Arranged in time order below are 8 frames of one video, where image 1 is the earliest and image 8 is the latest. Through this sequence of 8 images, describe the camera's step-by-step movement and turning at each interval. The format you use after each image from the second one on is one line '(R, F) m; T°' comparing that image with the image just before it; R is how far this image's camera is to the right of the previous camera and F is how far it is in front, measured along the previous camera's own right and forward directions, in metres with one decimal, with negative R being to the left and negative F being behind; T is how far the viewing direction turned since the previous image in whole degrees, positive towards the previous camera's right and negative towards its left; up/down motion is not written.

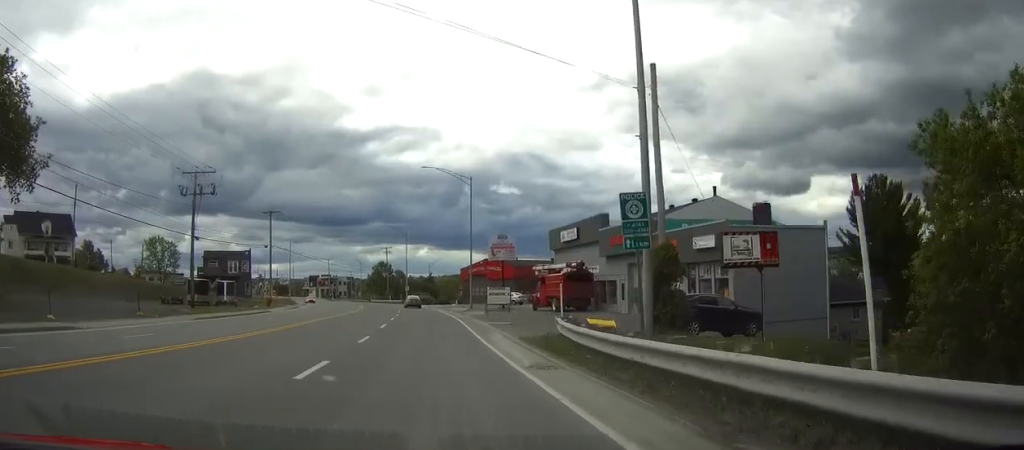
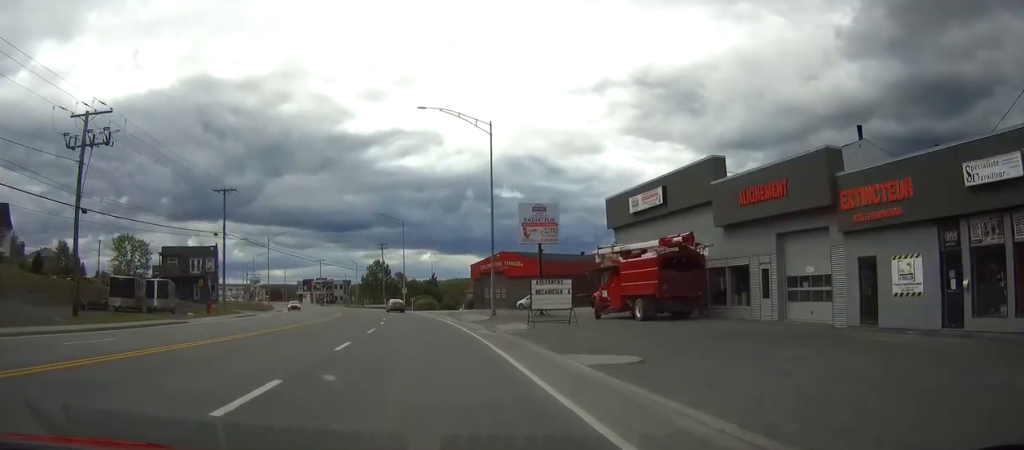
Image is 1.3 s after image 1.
(-0.1, +21.2) m; -1°
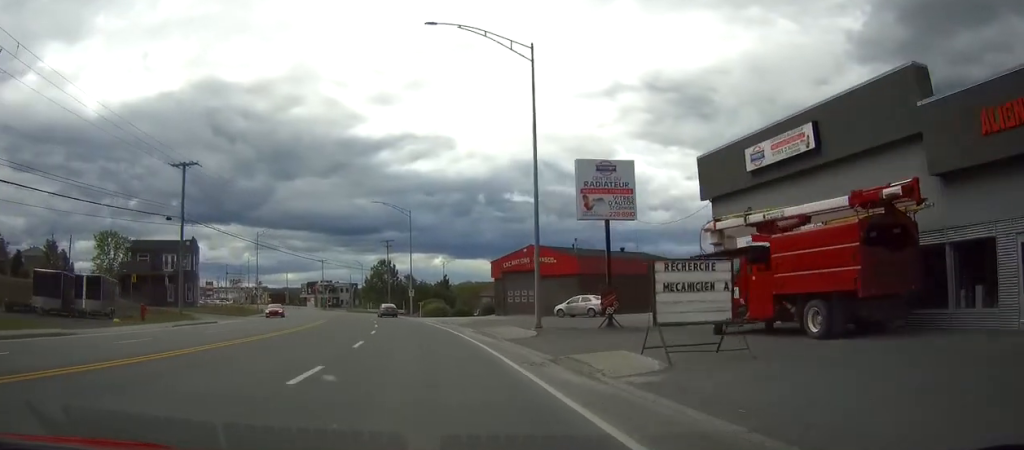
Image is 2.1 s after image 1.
(-0.1, +14.5) m; -1°
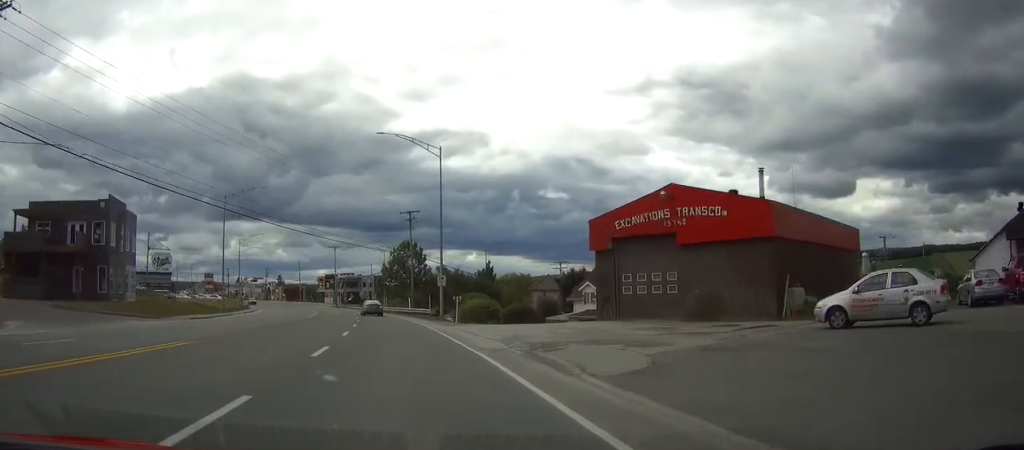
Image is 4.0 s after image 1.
(-0.8, +31.5) m; -3°
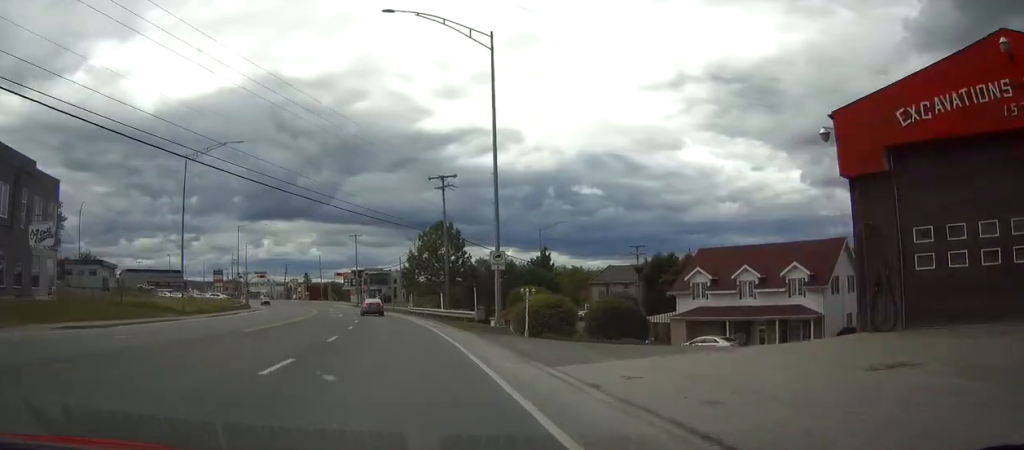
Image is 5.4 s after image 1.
(-0.5, +21.5) m; -3°
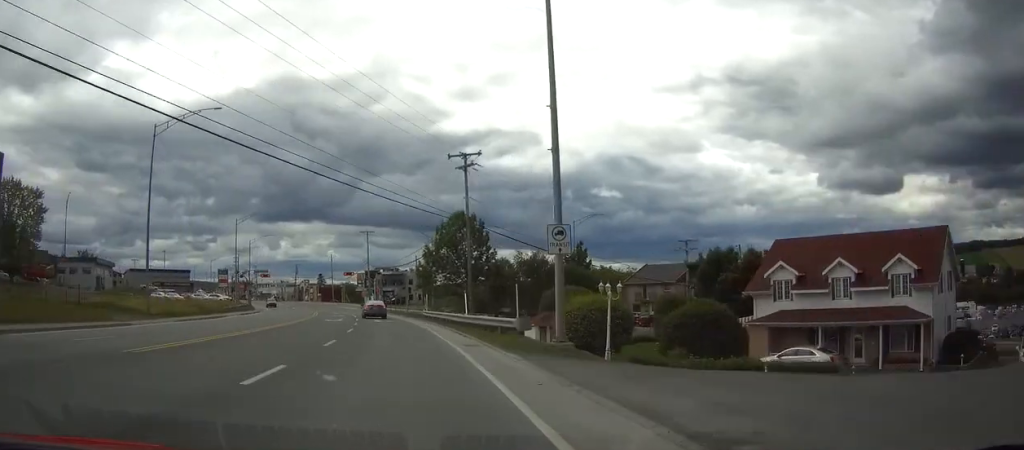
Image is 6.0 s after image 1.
(-0.2, +9.8) m; -2°
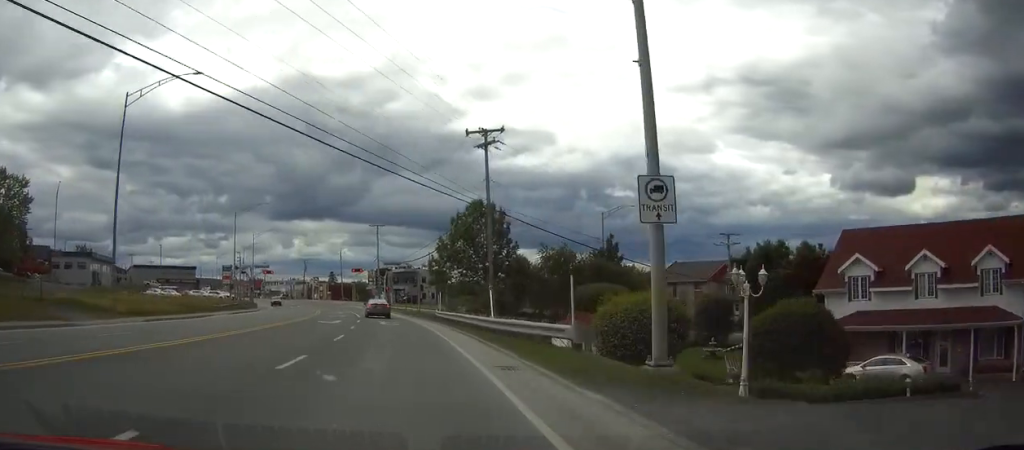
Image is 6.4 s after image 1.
(0.0, +6.5) m; -1°
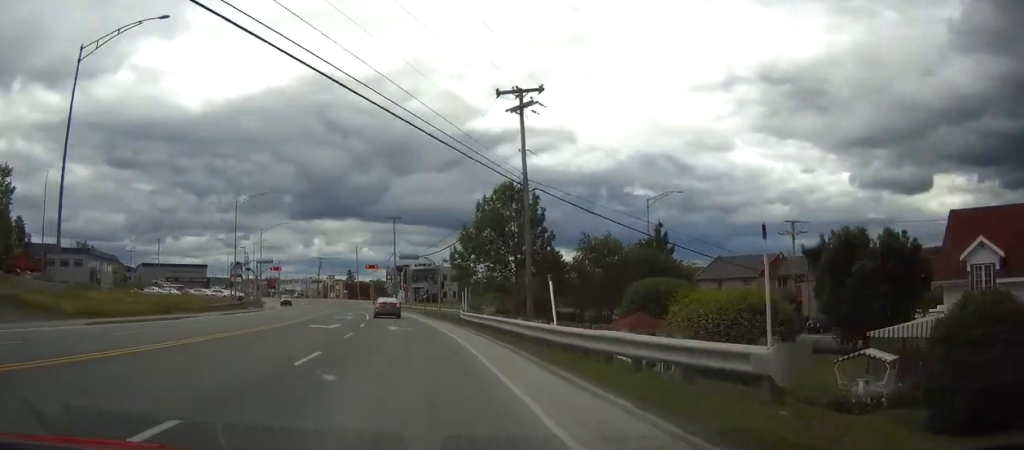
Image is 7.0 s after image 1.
(-0.2, +7.7) m; -1°
